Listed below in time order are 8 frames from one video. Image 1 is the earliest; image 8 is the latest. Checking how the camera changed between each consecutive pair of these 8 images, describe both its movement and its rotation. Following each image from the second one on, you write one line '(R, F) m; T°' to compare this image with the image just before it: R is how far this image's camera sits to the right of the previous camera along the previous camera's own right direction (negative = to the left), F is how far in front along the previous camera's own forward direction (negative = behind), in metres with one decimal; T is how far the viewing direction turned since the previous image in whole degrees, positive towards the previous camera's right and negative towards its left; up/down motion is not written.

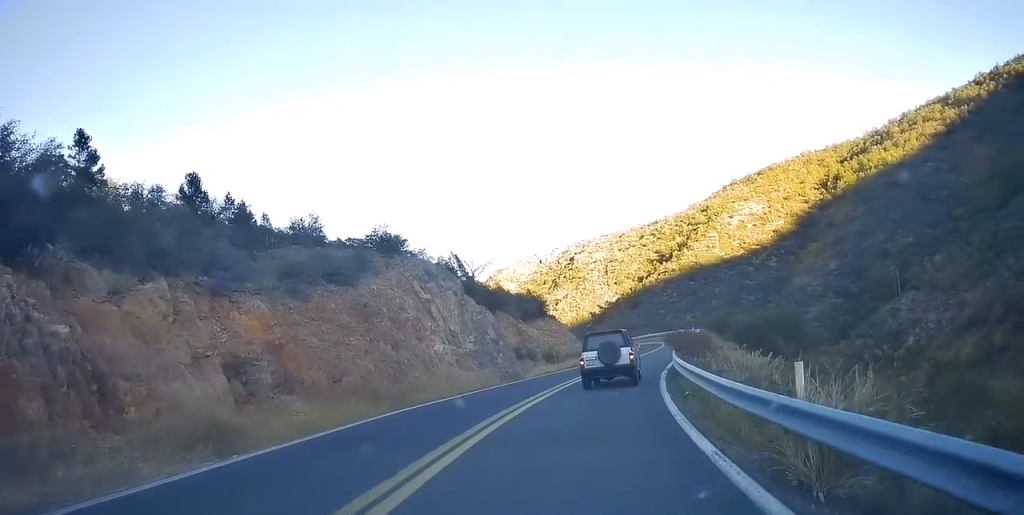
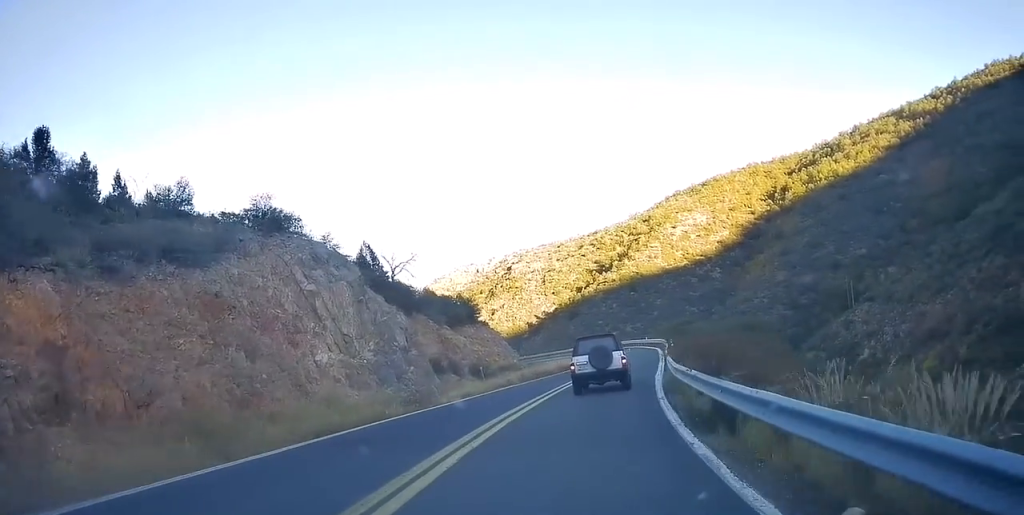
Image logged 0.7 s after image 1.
(+0.5, +8.0) m; +4°
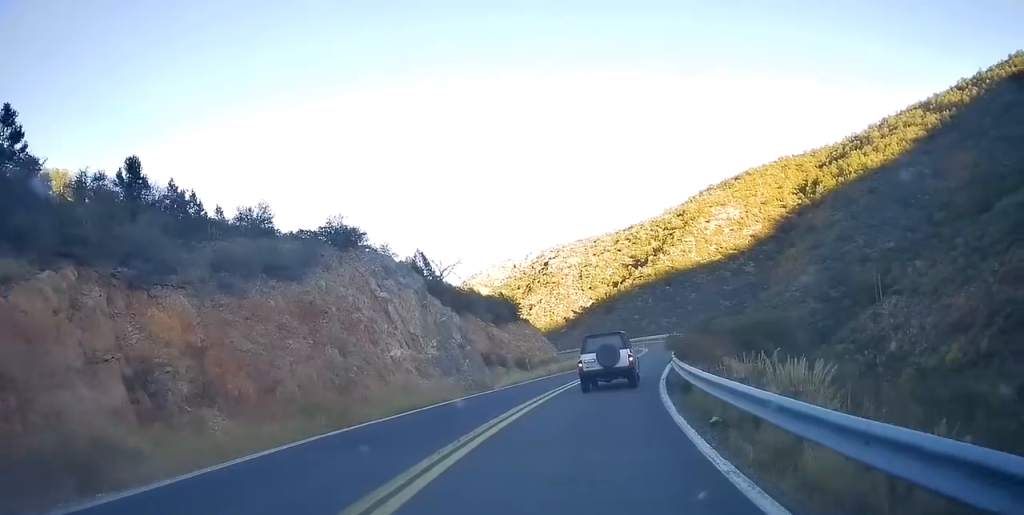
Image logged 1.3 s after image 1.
(+0.2, +7.1) m; +4°
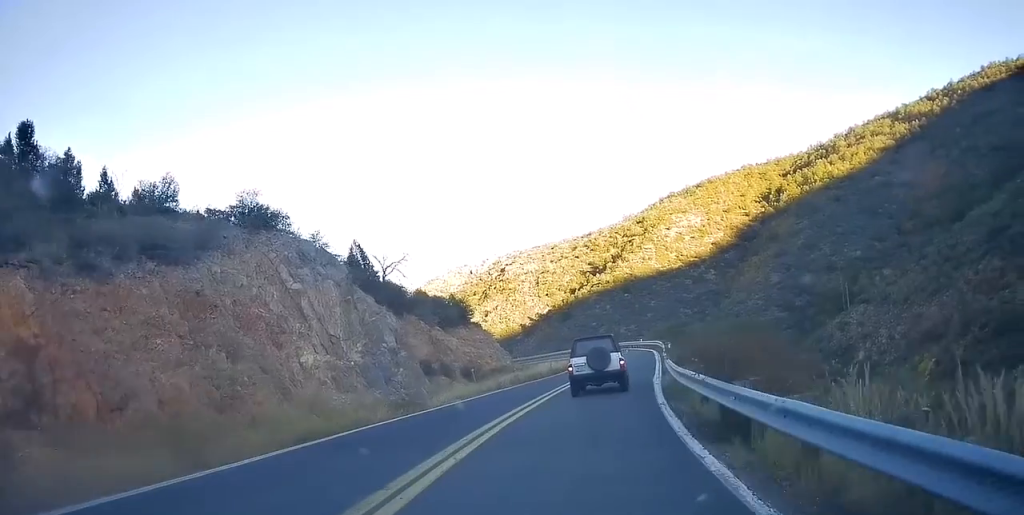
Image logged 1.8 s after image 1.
(+0.1, +5.7) m; +3°
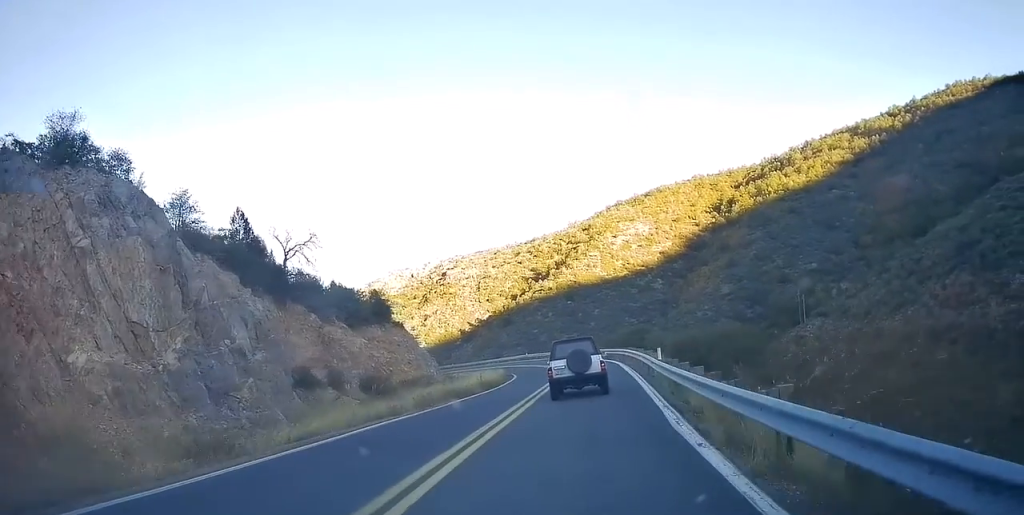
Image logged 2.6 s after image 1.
(+0.6, +9.9) m; +5°
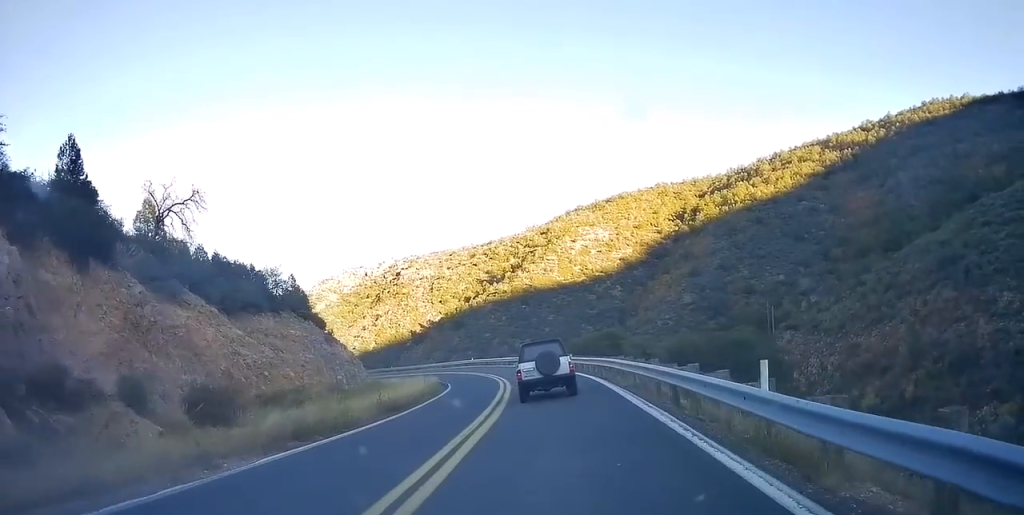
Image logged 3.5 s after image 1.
(+0.7, +12.1) m; +3°
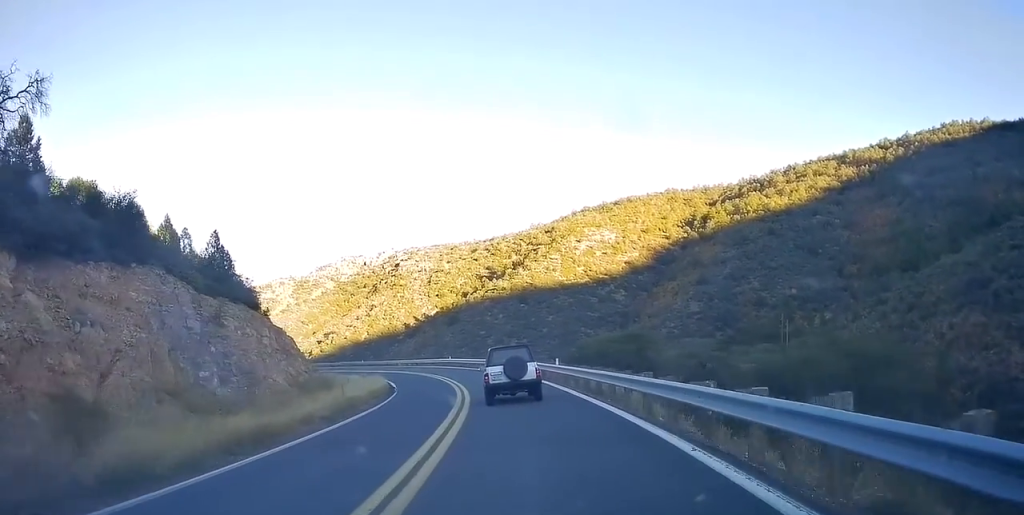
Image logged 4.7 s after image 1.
(0.0, +15.1) m; -2°
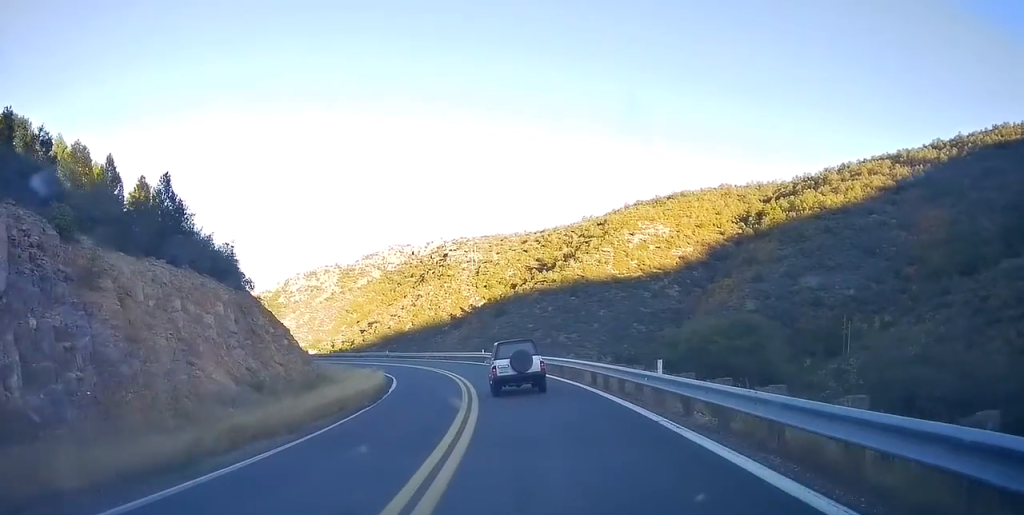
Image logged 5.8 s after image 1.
(-0.3, +13.1) m; -3°
